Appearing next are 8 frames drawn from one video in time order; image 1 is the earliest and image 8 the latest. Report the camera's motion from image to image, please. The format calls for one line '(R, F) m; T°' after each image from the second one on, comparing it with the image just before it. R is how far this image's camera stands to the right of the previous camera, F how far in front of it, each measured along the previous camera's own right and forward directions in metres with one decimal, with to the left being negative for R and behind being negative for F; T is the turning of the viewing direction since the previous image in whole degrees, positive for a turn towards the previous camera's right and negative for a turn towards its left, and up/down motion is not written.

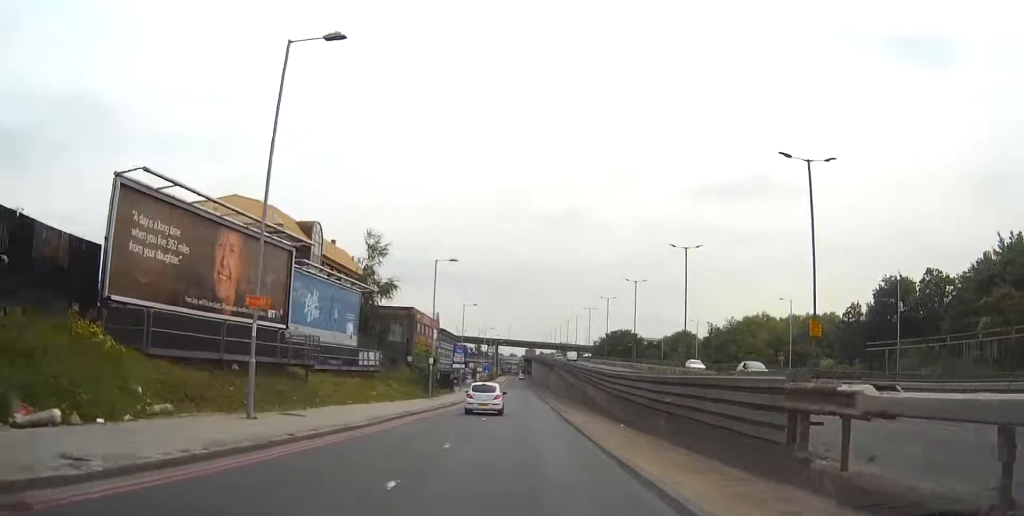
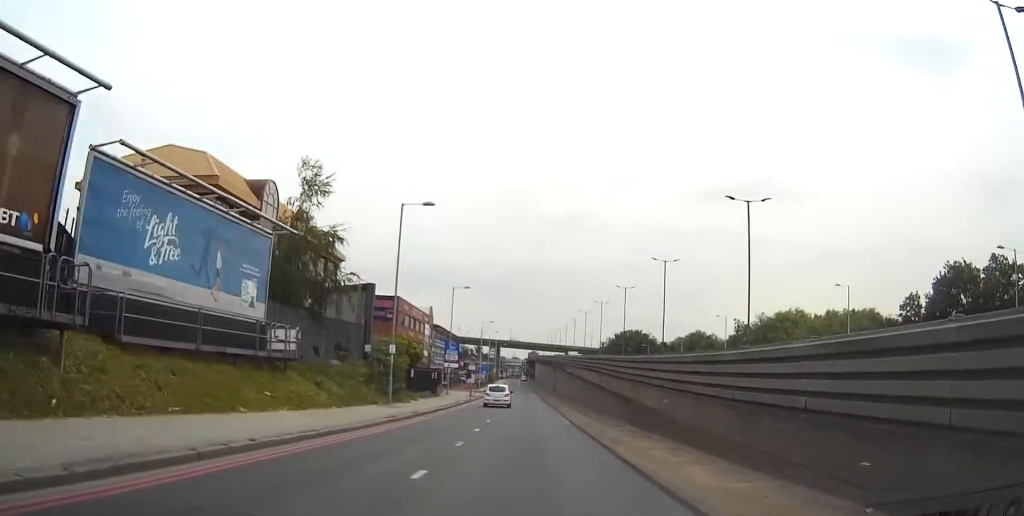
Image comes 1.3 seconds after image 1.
(-0.1, +17.5) m; -1°
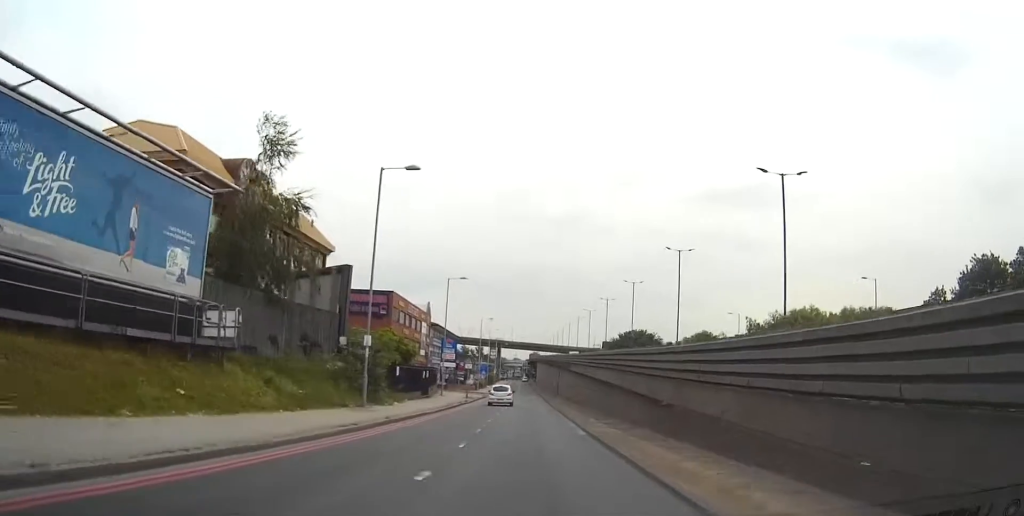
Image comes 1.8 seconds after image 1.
(0.0, +6.3) m; 0°
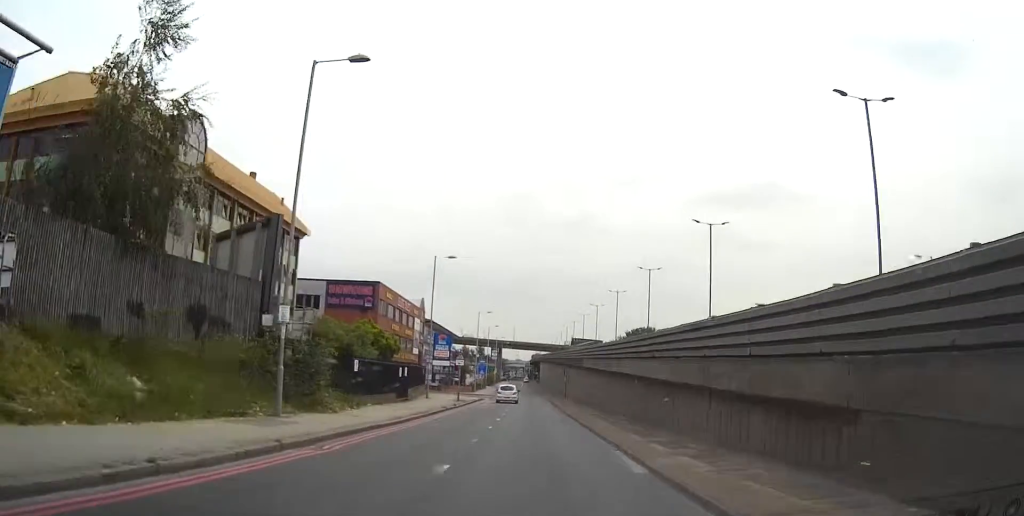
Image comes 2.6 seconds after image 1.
(0.0, +11.4) m; 0°
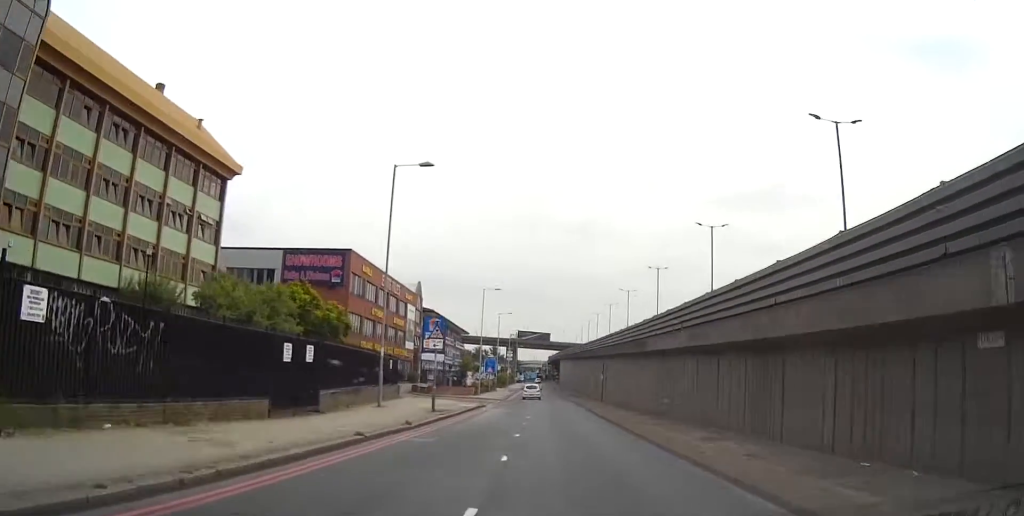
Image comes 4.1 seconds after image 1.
(-0.2, +22.9) m; -1°
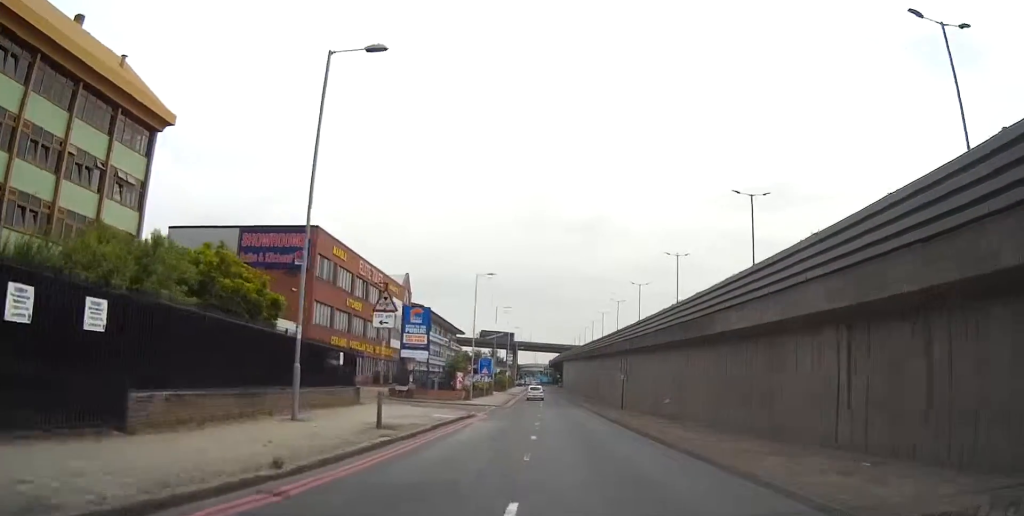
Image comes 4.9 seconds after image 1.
(0.0, +11.6) m; 0°
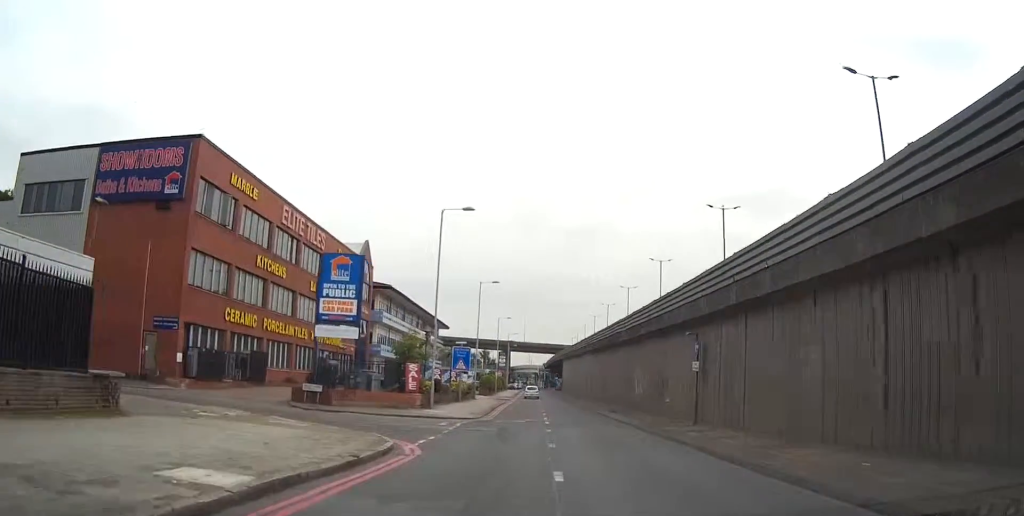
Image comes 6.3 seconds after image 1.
(+0.1, +21.8) m; 0°
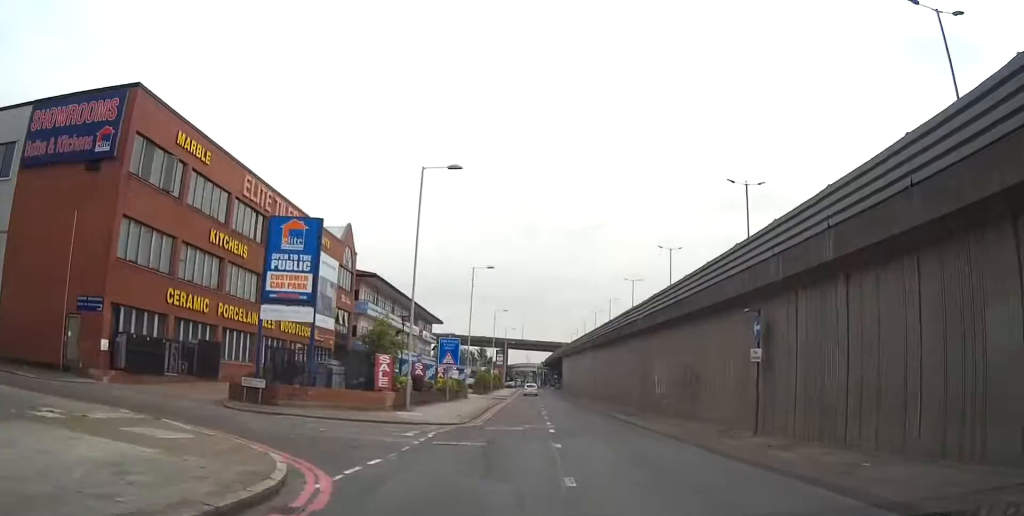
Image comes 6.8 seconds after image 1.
(0.0, +7.1) m; 0°
